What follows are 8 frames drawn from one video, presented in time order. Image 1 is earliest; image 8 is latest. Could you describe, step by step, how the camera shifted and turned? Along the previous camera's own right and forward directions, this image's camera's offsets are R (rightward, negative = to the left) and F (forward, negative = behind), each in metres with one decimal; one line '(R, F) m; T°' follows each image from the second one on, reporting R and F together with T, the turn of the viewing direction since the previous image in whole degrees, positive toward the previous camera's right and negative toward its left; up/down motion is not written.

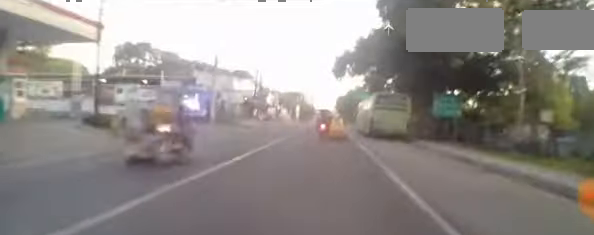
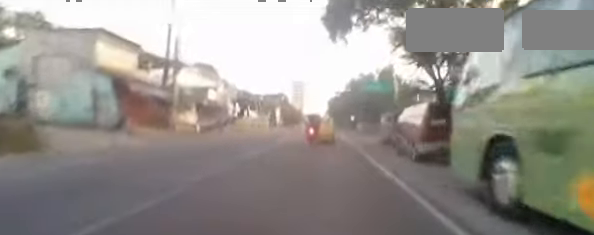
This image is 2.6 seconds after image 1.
(+0.7, +25.0) m; +5°
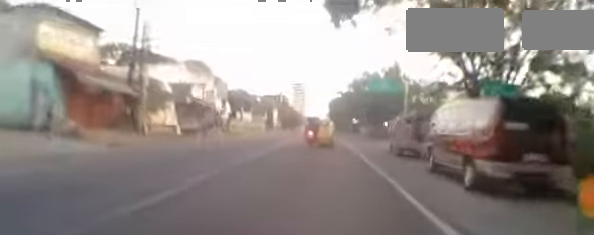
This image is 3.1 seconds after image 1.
(0.0, +3.8) m; 0°
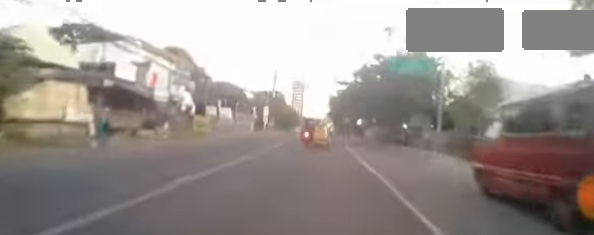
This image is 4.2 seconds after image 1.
(-0.1, +9.1) m; -1°
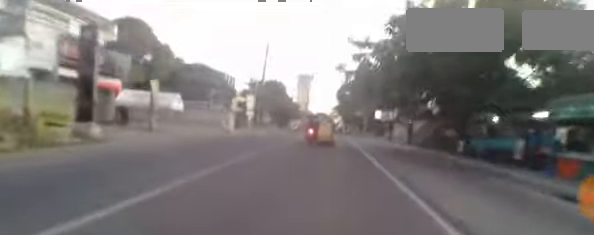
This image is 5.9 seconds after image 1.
(-0.2, +13.3) m; -1°
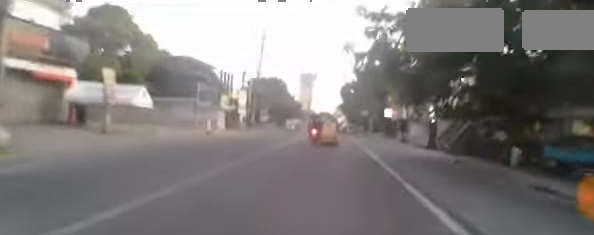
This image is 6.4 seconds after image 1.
(0.0, +5.1) m; 0°
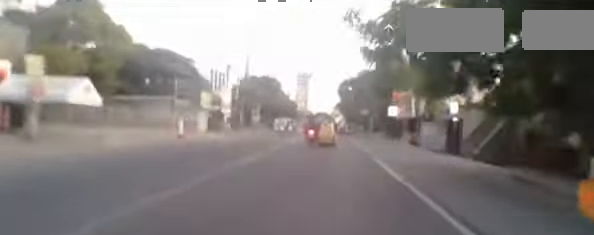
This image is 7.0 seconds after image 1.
(0.0, +4.7) m; -1°
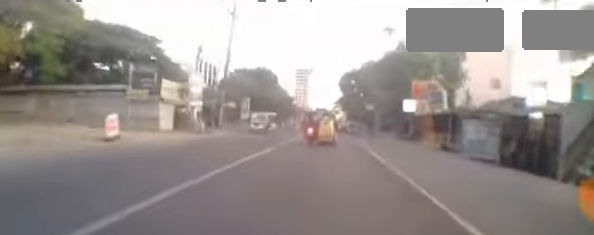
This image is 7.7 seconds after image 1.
(0.0, +6.8) m; -1°
